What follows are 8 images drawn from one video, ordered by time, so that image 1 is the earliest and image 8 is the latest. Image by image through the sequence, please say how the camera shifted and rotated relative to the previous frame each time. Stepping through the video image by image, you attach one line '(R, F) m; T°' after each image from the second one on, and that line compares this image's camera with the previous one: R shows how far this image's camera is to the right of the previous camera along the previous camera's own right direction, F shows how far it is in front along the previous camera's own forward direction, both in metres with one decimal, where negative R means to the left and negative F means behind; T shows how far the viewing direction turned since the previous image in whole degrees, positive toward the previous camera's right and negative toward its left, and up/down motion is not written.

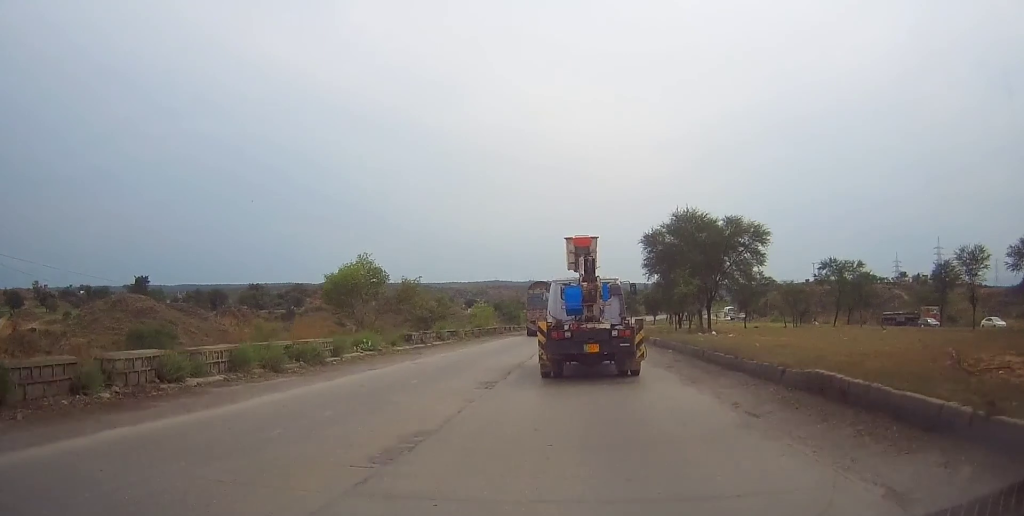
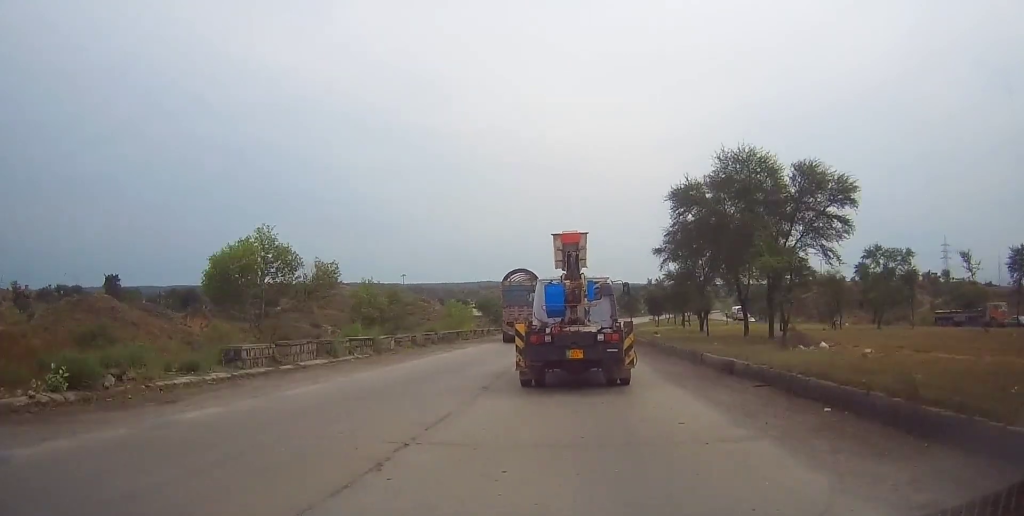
(+0.3, +15.8) m; +1°
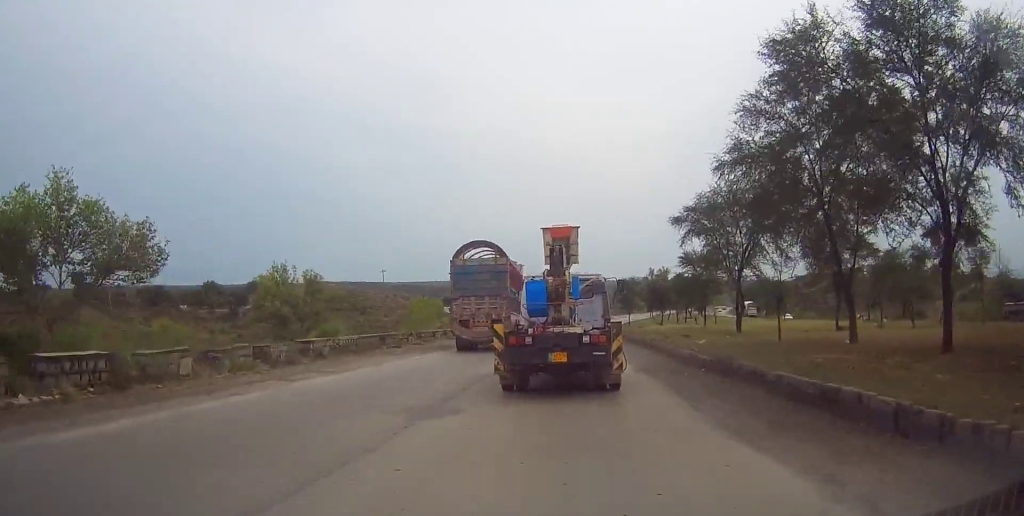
(-0.4, +15.7) m; 0°
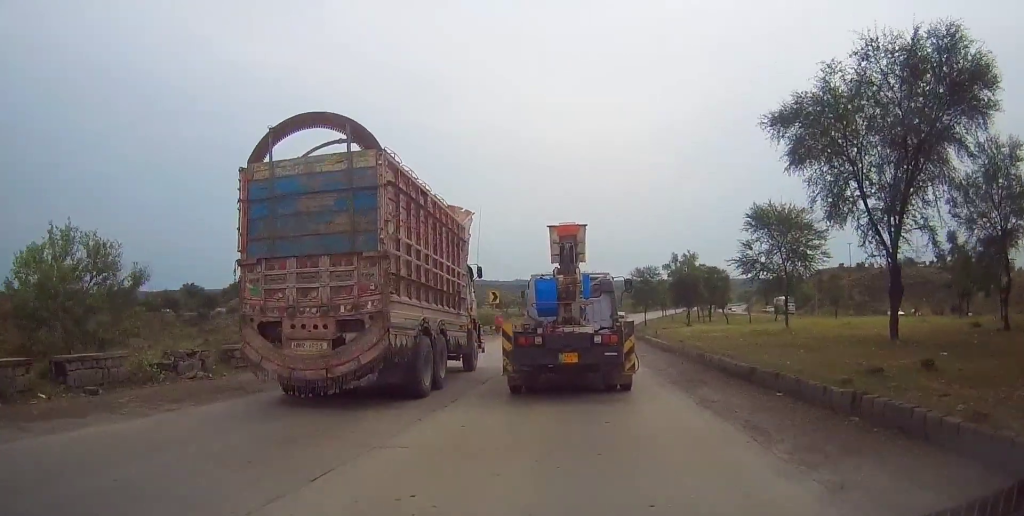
(+0.9, +20.2) m; +2°
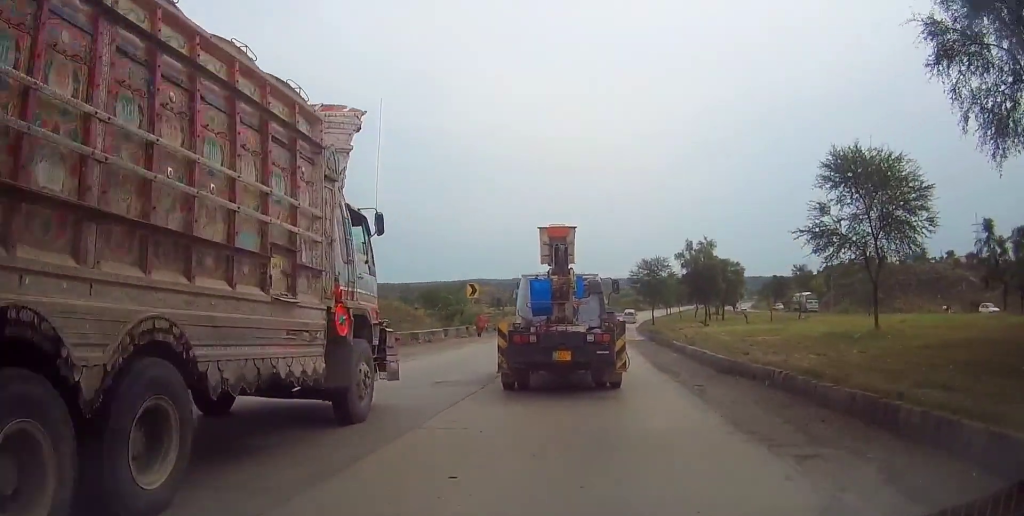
(-0.1, +10.7) m; -1°
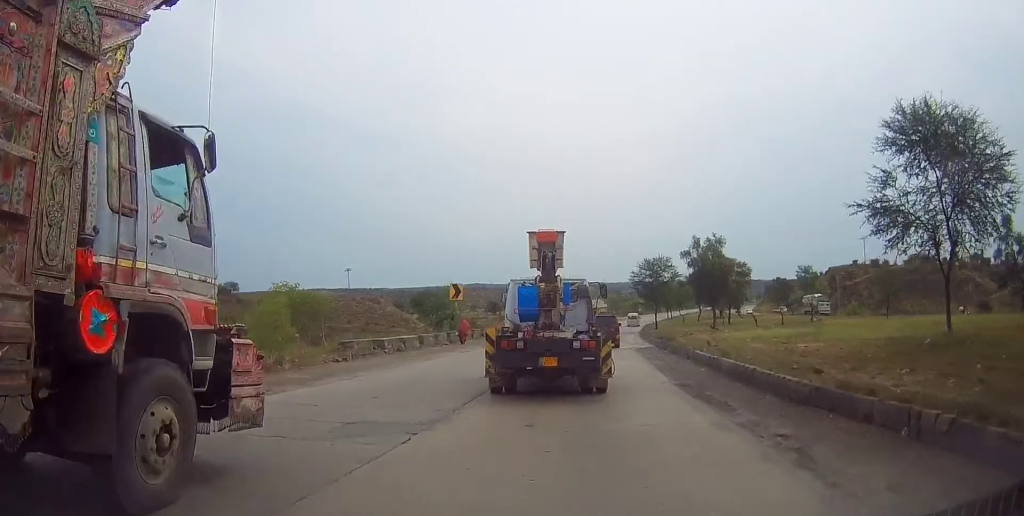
(-0.2, +5.4) m; 0°
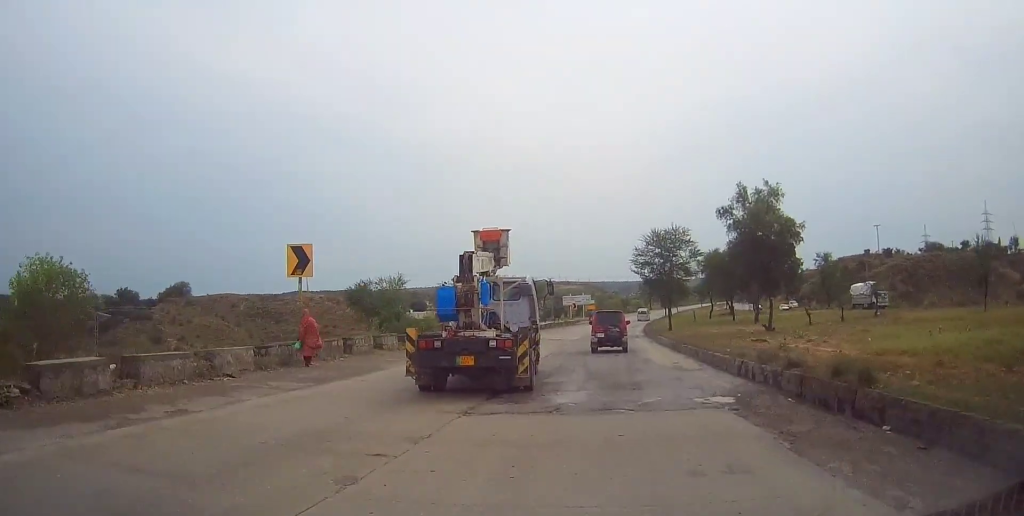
(+0.4, +21.6) m; +2°
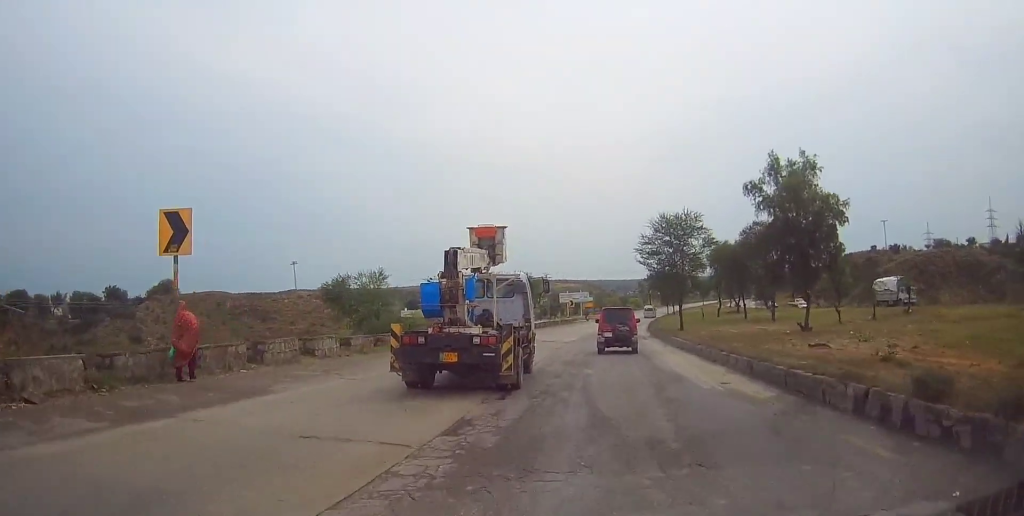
(0.0, +6.8) m; 0°
